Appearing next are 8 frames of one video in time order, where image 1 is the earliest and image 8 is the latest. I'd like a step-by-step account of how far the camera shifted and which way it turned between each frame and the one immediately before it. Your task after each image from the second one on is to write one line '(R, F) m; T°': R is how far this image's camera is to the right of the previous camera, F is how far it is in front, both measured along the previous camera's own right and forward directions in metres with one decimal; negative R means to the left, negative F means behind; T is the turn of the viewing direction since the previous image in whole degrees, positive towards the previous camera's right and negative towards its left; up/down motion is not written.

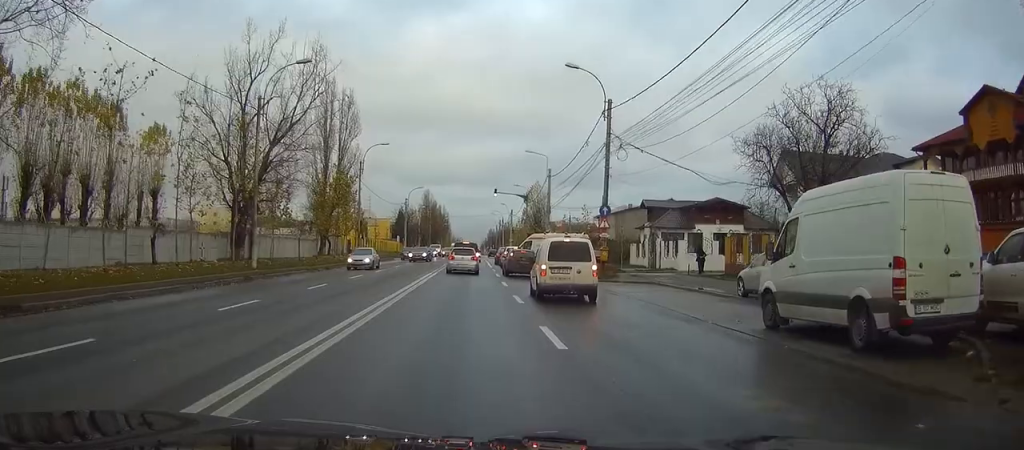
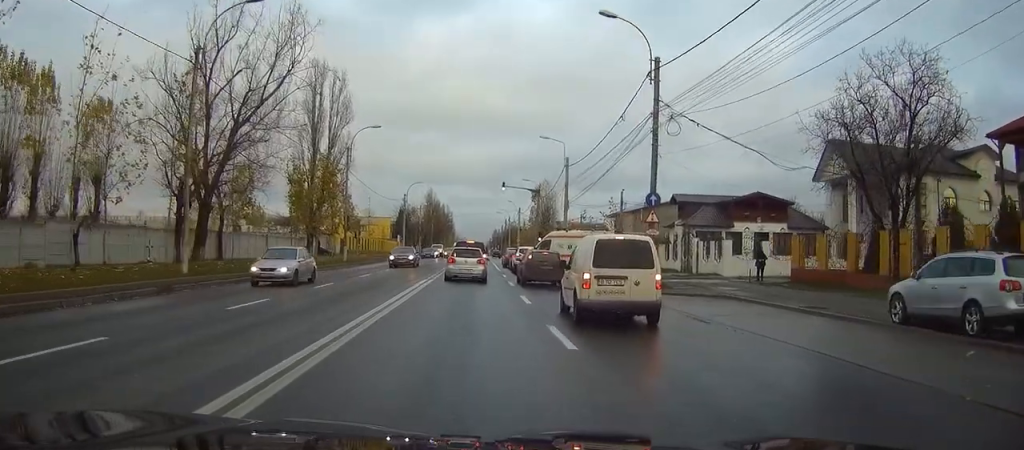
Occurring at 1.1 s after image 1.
(-0.1, +9.3) m; -1°
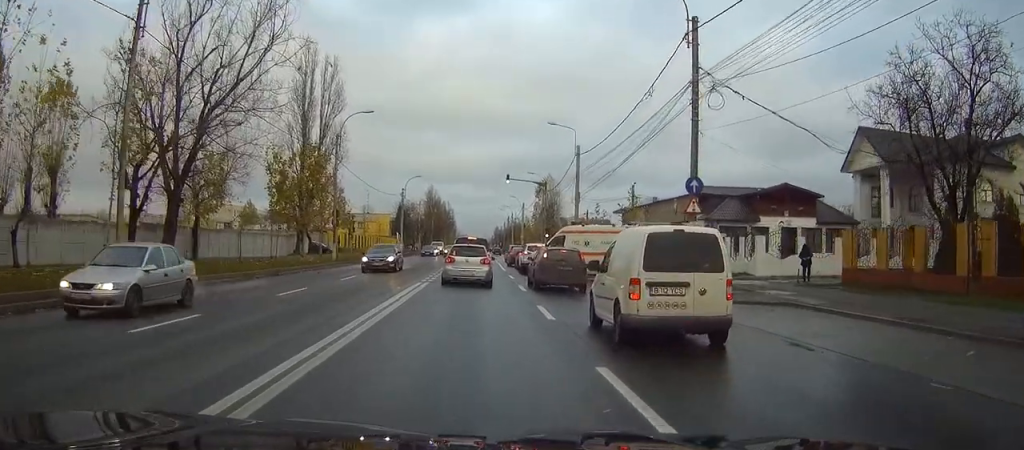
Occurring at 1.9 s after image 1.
(0.0, +5.6) m; -1°
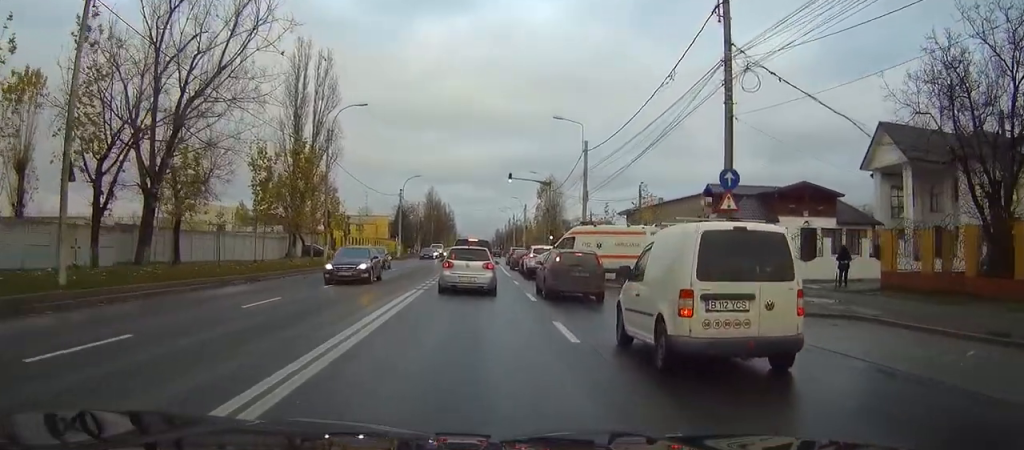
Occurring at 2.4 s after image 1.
(0.0, +3.5) m; -1°
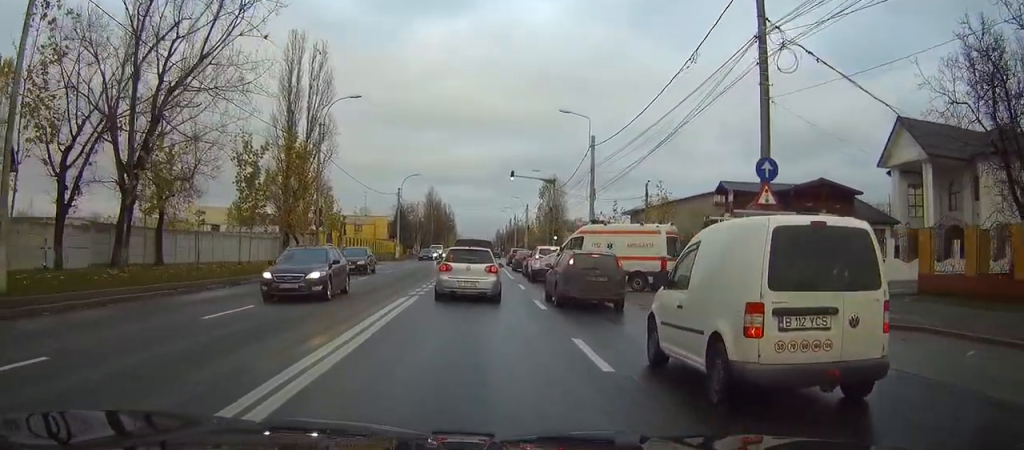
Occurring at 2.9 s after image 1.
(0.0, +3.2) m; -1°
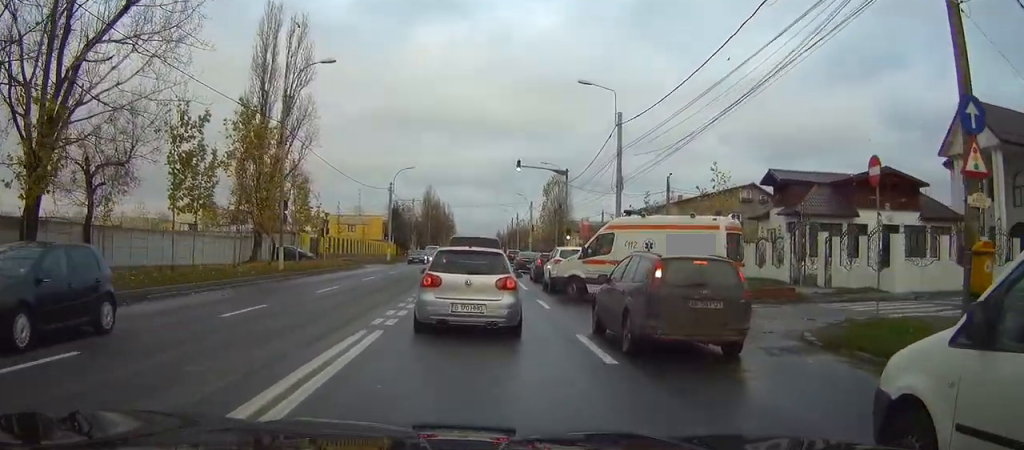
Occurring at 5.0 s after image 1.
(+0.3, +9.7) m; +5°
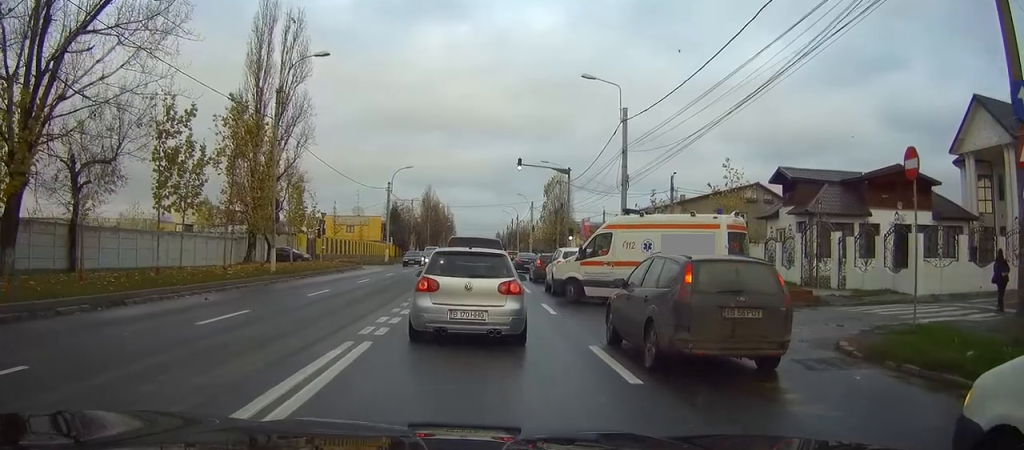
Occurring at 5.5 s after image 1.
(0.0, +1.5) m; +1°
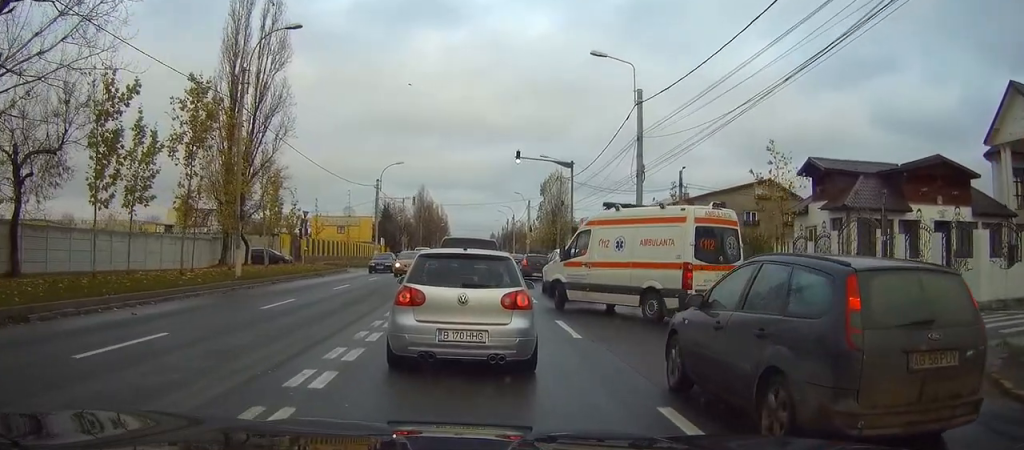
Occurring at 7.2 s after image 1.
(-0.1, +4.8) m; -5°
